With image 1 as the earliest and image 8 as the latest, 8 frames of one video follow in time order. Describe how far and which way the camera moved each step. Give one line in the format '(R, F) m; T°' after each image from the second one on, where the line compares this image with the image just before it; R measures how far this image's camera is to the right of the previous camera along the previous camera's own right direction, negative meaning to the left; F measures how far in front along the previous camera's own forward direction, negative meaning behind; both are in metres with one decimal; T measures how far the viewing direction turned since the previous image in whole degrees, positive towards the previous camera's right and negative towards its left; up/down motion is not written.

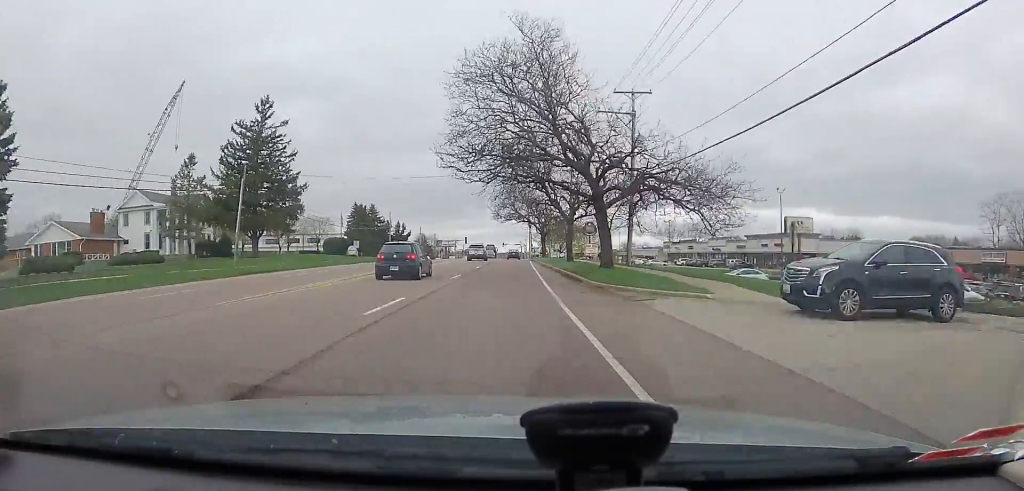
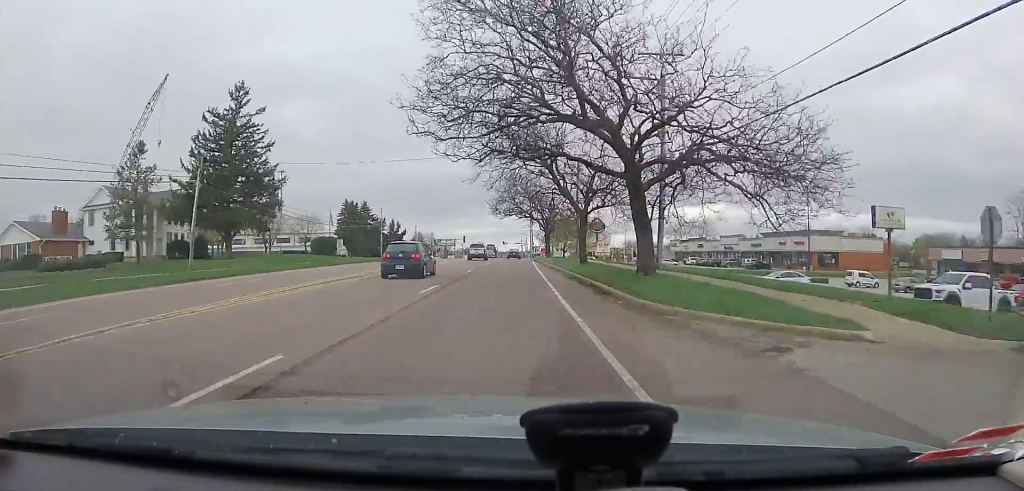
(0.0, +7.2) m; 0°
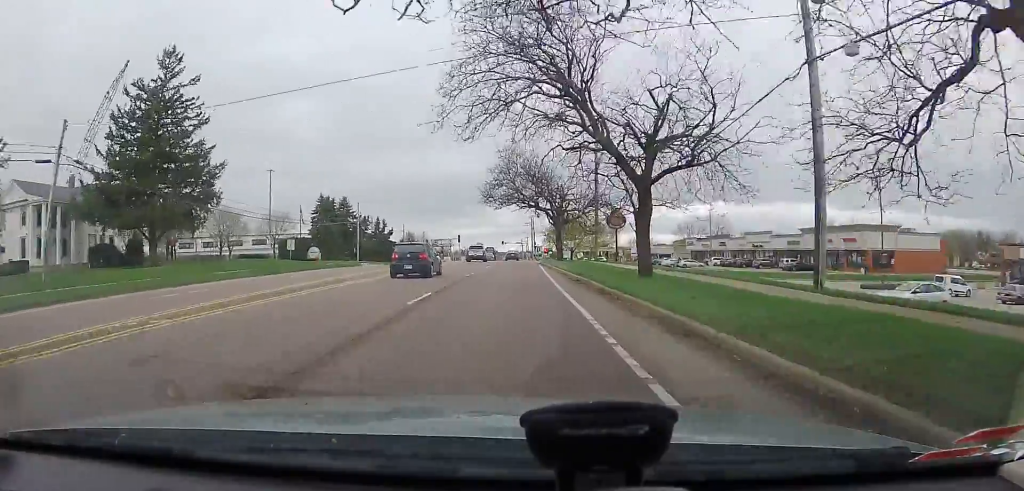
(0.0, +15.0) m; 0°
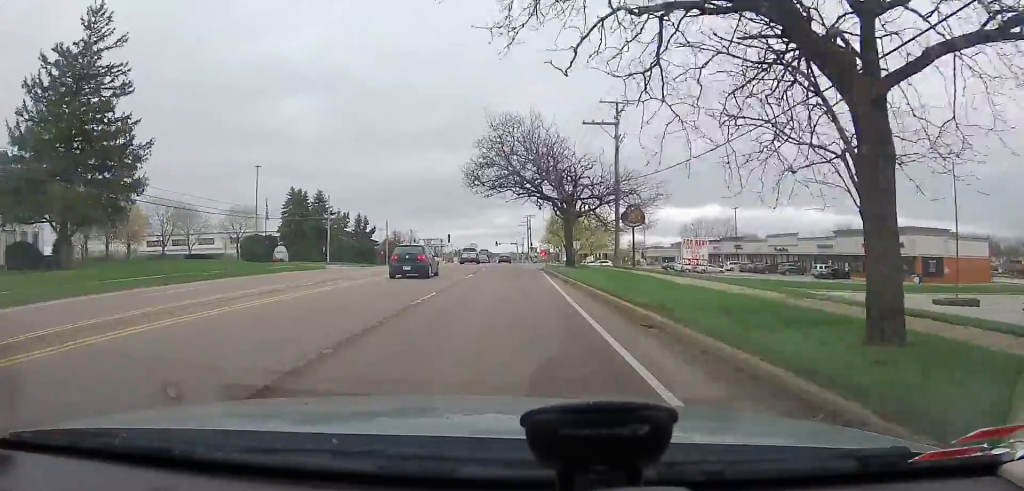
(0.0, +11.7) m; 0°
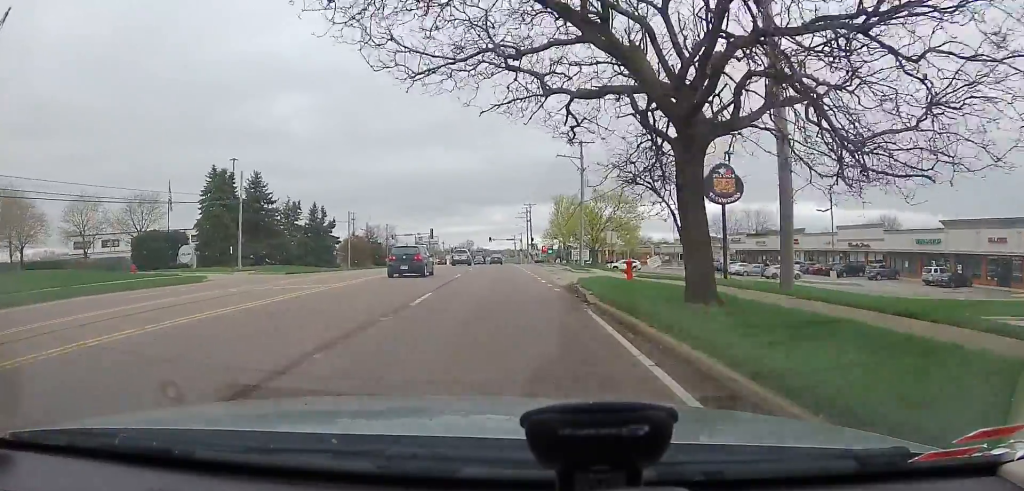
(+0.2, +24.1) m; 0°
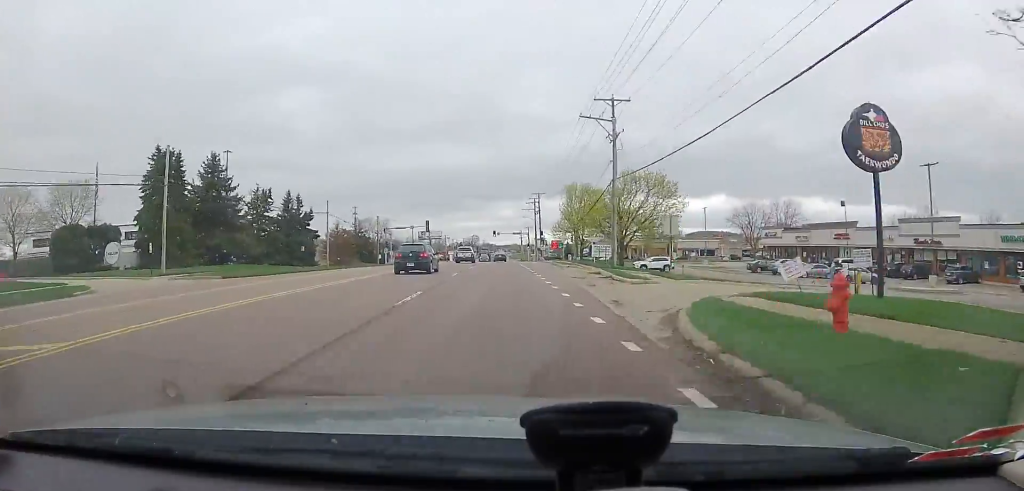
(0.0, +13.3) m; -1°
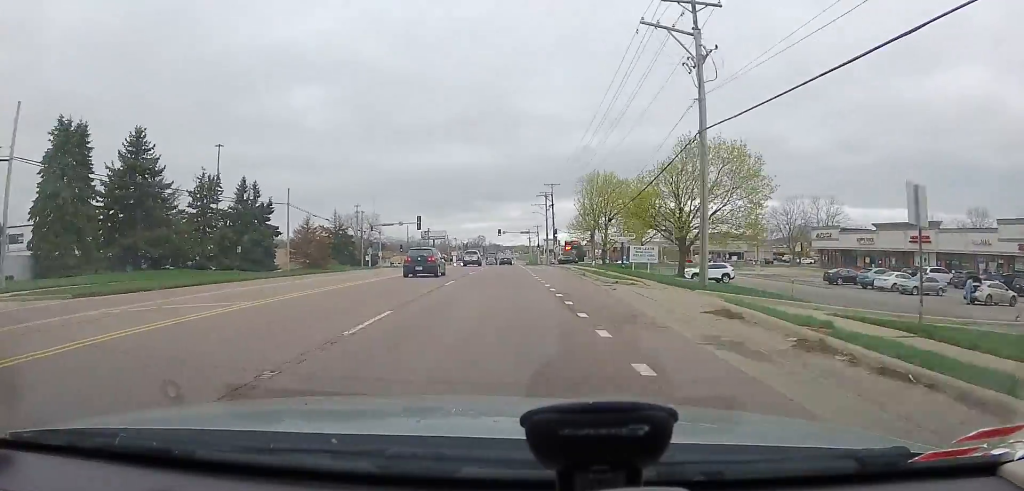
(-0.2, +16.2) m; 0°
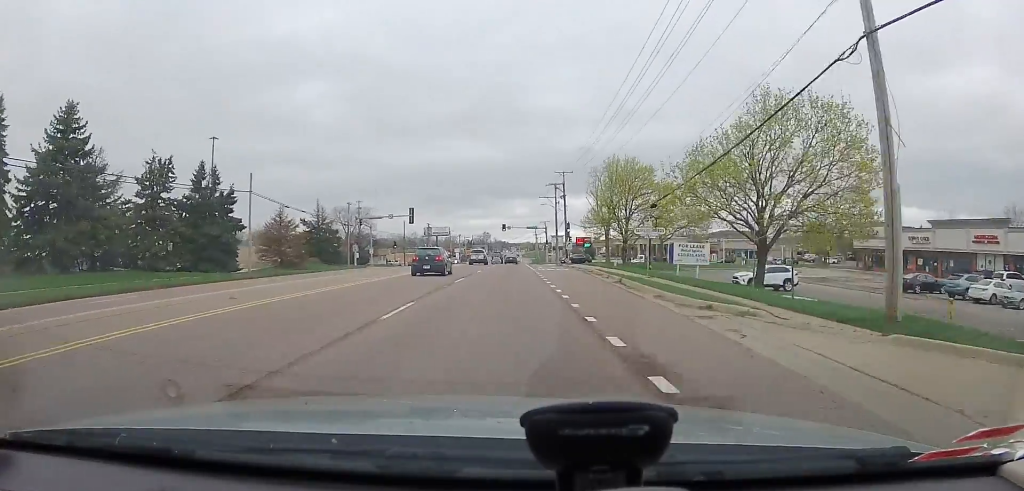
(+0.1, +10.6) m; 0°
